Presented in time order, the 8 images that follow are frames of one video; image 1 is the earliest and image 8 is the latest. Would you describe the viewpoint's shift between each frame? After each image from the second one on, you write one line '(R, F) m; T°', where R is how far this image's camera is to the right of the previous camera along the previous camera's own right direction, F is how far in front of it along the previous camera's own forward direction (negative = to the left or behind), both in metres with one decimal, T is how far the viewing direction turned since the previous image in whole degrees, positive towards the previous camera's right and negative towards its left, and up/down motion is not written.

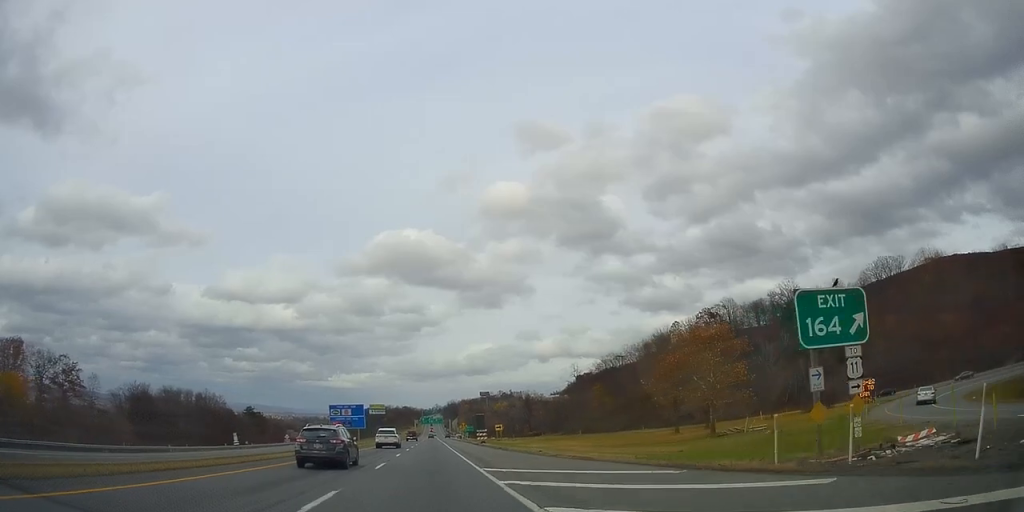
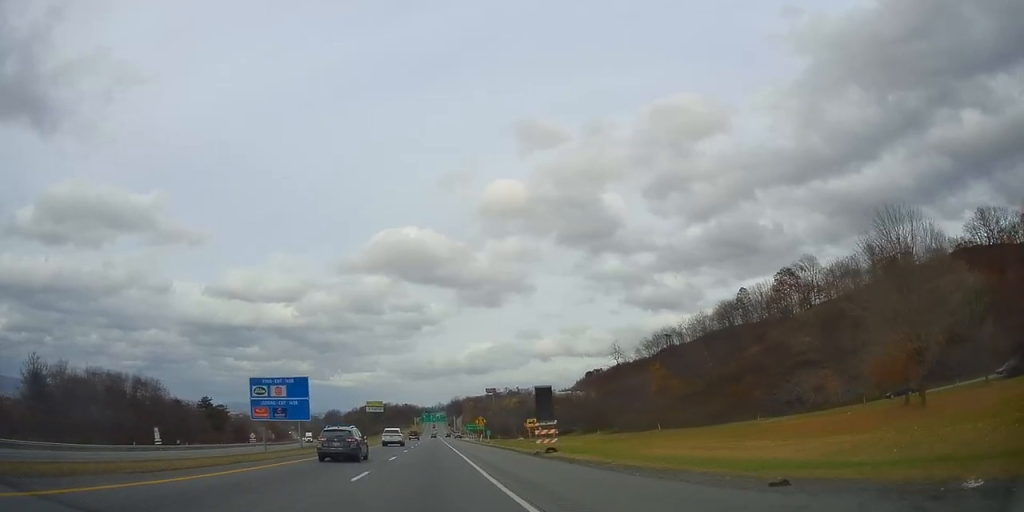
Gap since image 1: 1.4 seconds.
(+0.4, +42.0) m; 0°
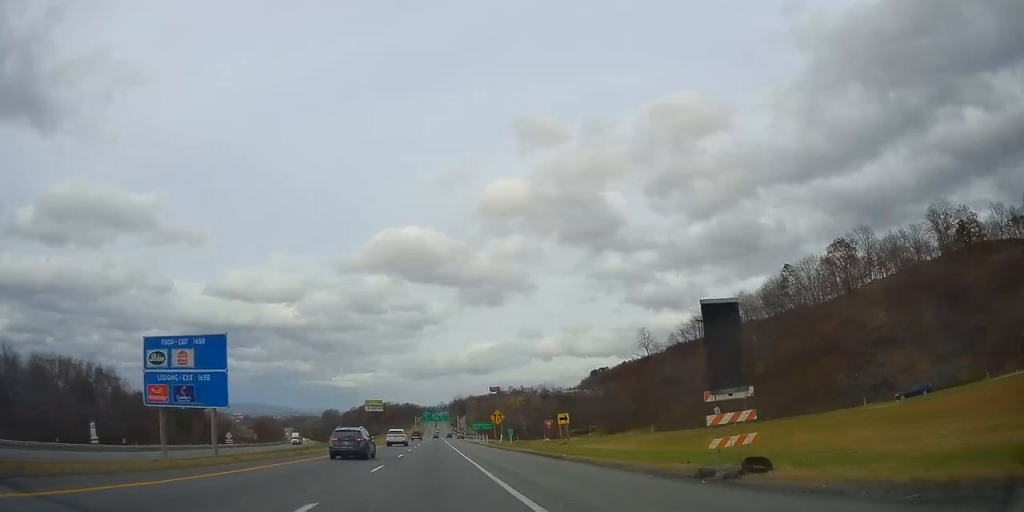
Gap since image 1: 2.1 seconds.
(0.0, +20.8) m; 0°
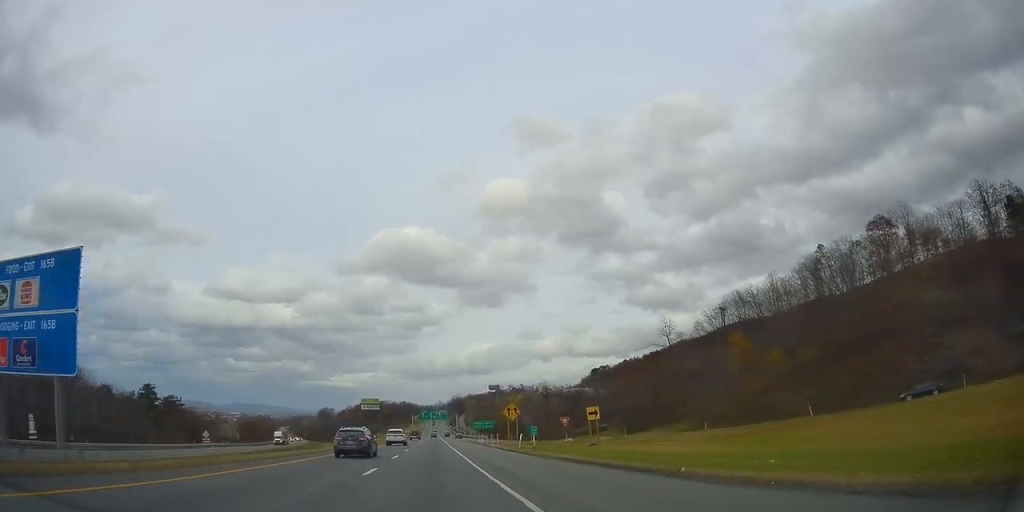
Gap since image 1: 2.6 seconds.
(+0.1, +13.7) m; 0°
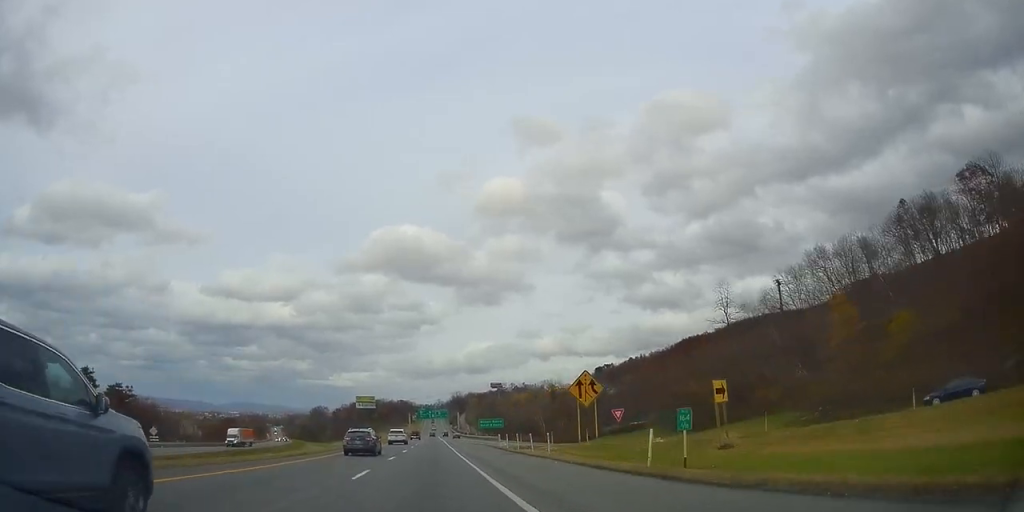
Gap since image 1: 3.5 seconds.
(0.0, +25.6) m; 0°
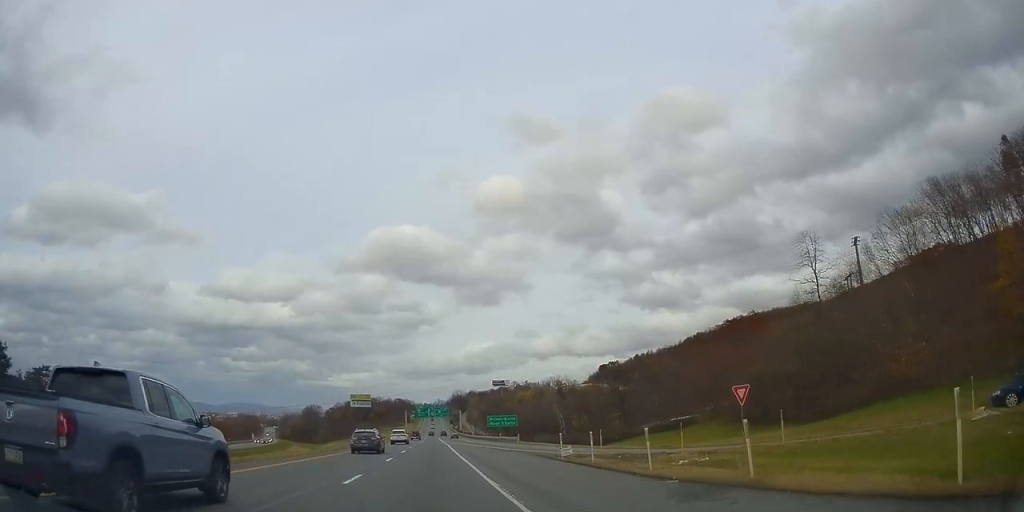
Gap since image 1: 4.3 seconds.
(0.0, +25.6) m; 0°
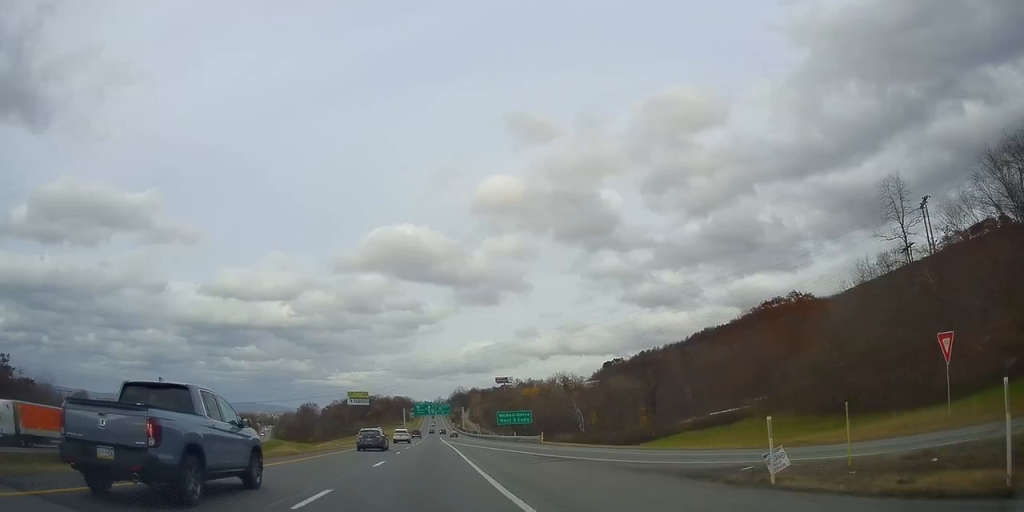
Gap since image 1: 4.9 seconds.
(+0.1, +17.2) m; 0°
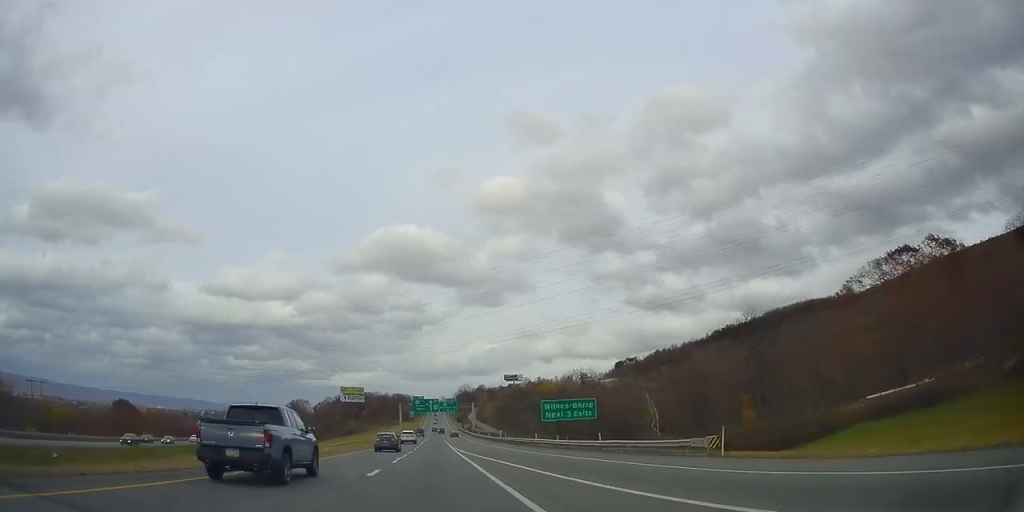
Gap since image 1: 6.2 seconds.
(-0.3, +40.1) m; 0°
